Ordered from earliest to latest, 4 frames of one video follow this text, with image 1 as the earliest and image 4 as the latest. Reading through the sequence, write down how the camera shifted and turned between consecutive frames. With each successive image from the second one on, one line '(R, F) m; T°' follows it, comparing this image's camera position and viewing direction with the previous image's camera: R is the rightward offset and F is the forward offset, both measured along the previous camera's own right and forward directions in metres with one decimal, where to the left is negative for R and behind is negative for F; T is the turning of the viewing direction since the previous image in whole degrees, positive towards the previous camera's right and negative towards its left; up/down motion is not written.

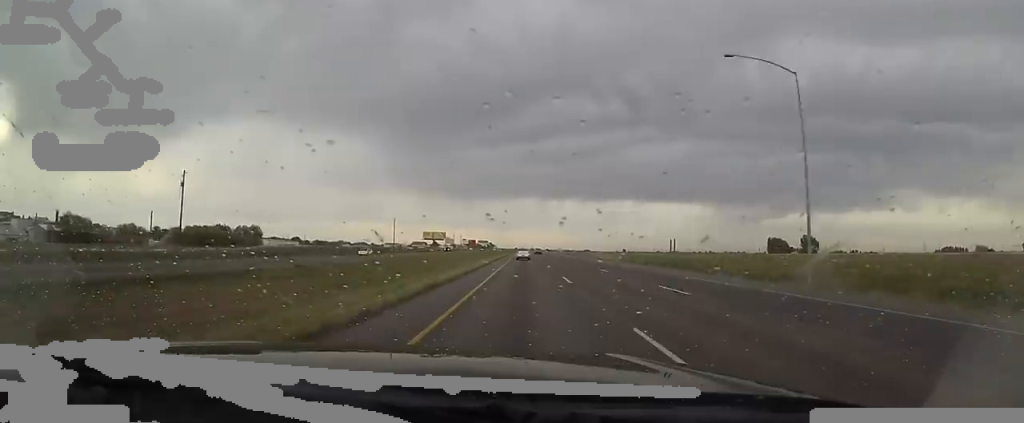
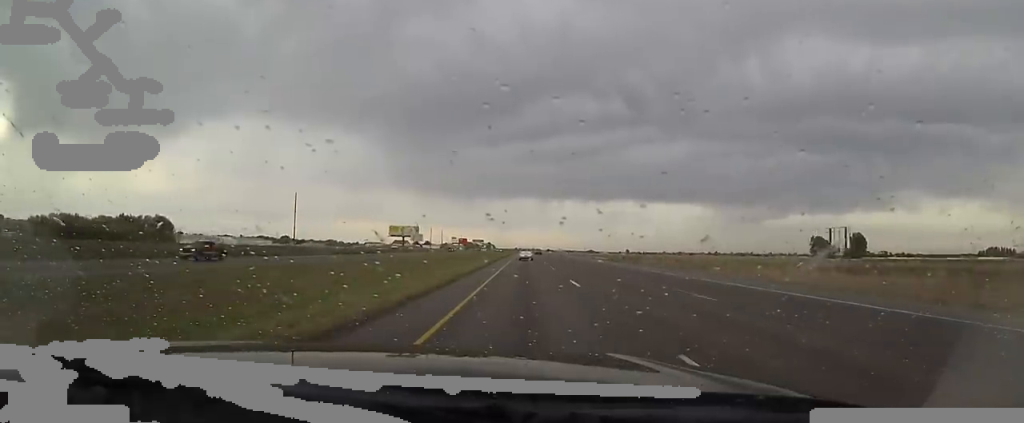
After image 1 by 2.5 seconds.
(-1.8, +77.0) m; -4°
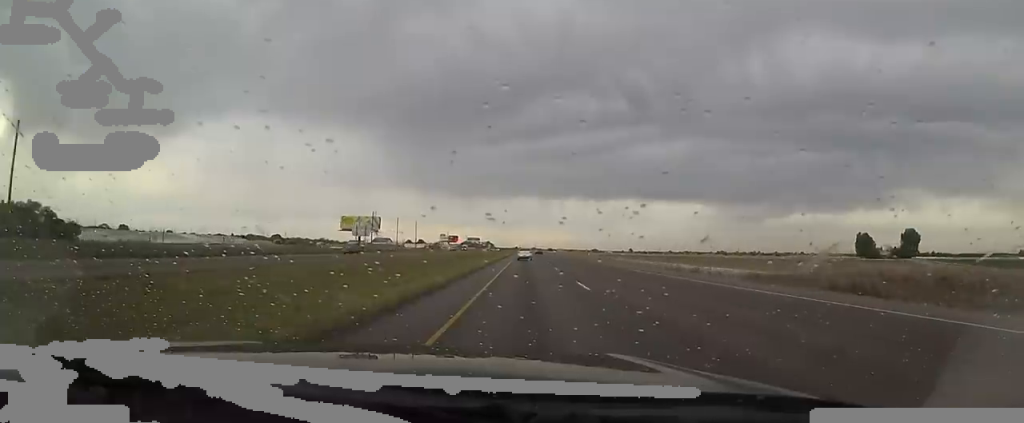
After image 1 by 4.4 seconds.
(+1.0, +62.7) m; +2°
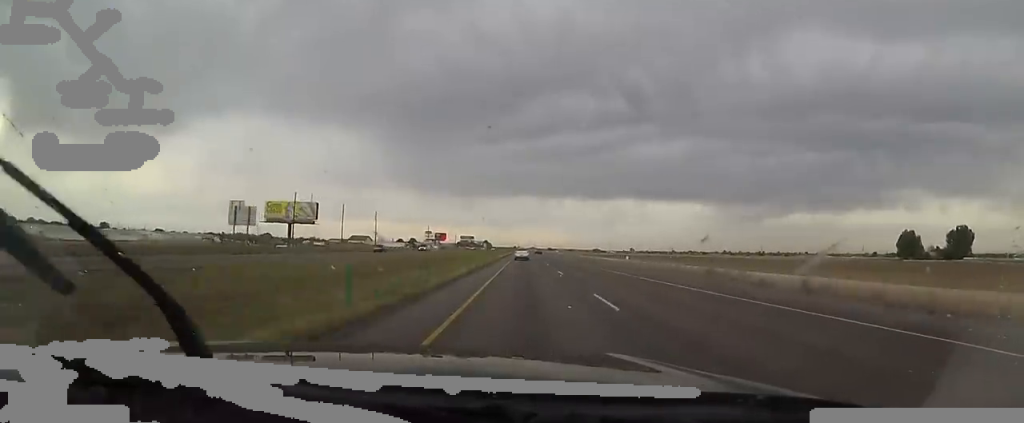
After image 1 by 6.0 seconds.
(+0.4, +49.3) m; +1°
